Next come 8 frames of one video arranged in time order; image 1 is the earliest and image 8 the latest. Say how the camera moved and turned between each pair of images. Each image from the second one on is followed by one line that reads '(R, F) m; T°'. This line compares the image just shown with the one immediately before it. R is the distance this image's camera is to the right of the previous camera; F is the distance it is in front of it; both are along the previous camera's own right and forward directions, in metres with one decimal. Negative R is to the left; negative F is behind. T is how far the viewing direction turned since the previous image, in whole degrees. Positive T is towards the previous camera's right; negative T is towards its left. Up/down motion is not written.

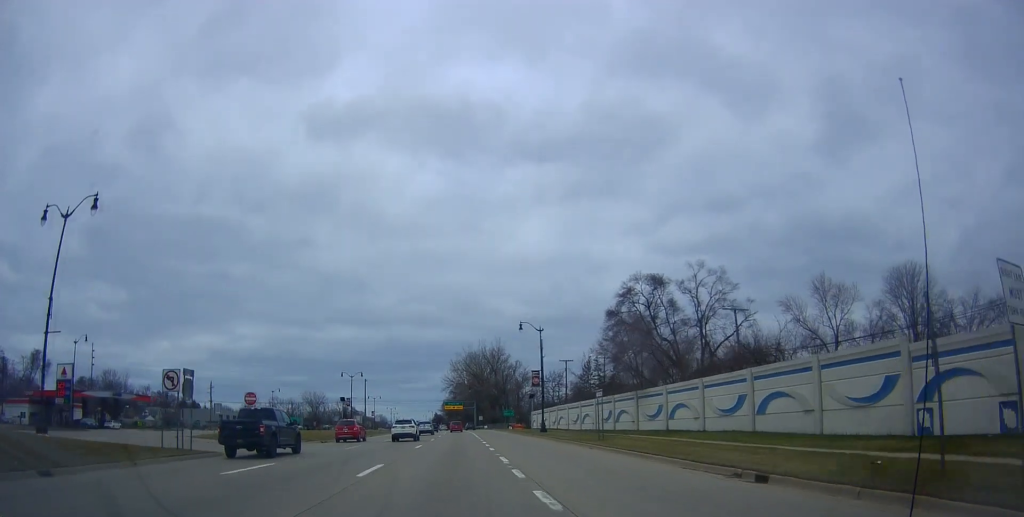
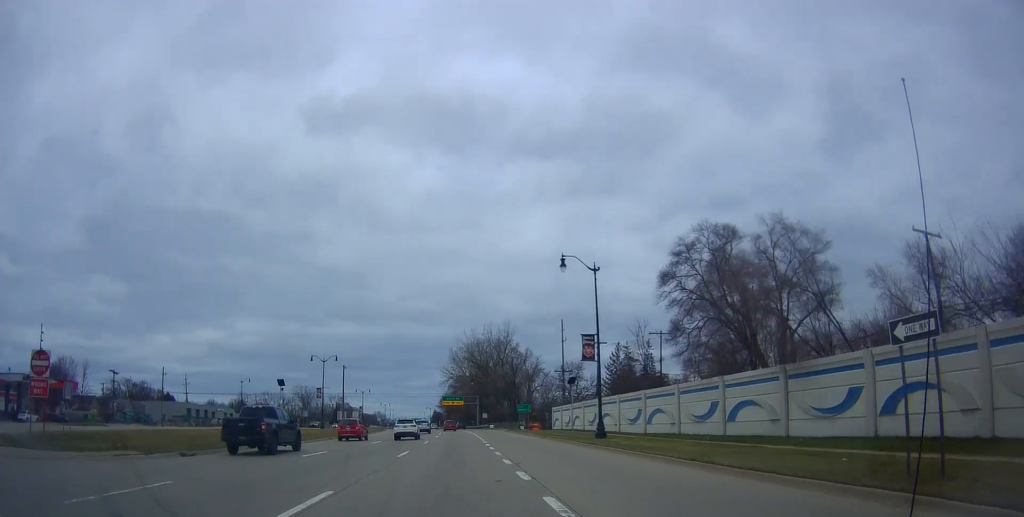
(+0.2, +23.6) m; +2°
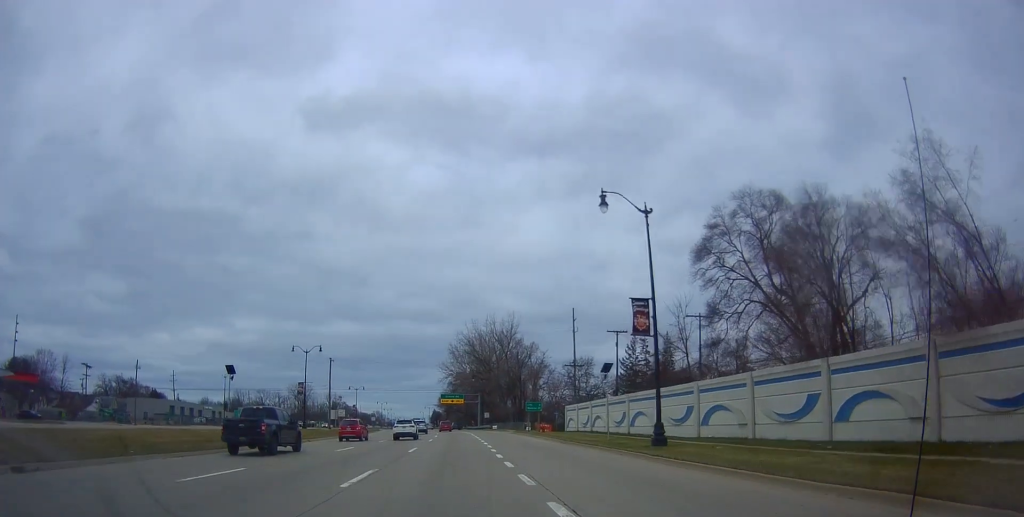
(0.0, +10.1) m; +1°
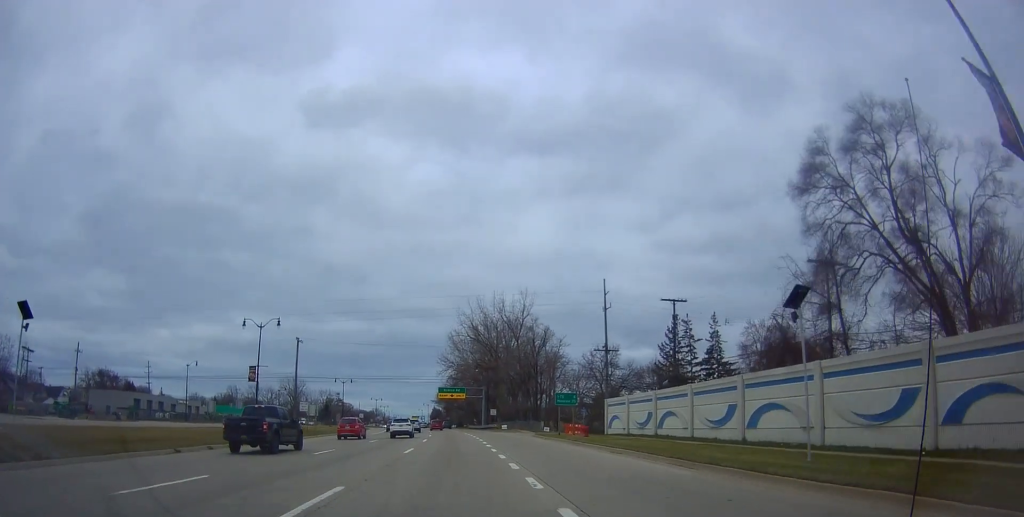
(+0.4, +19.0) m; -1°
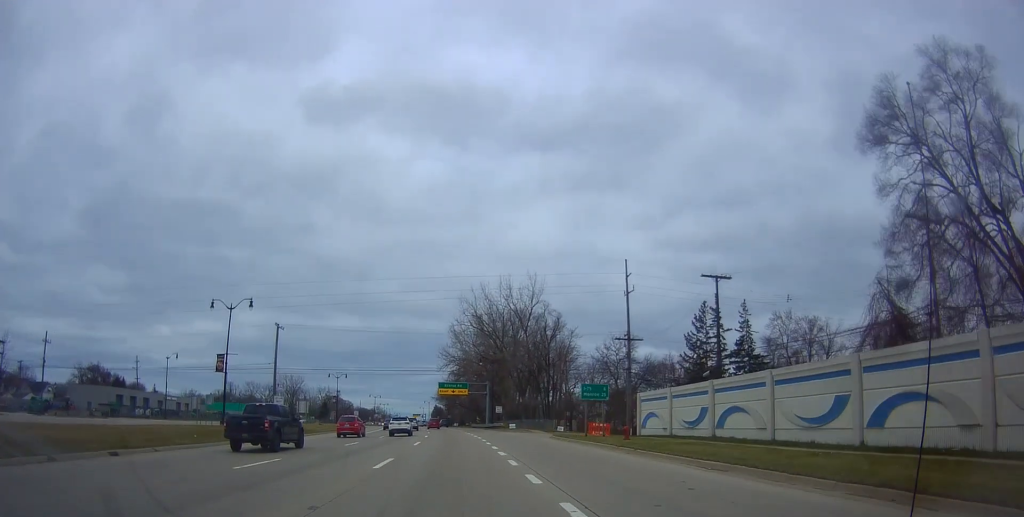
(-0.2, +9.0) m; -1°
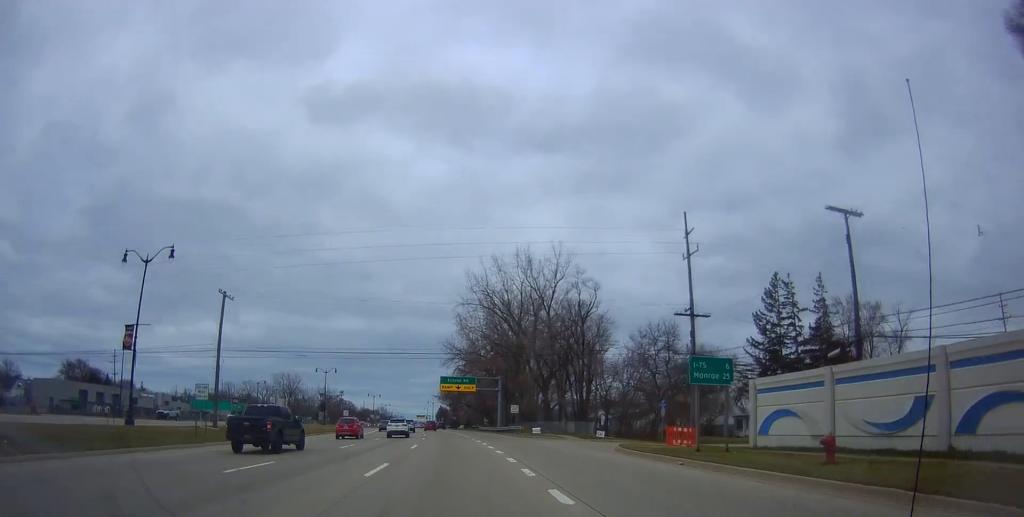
(-0.5, +16.7) m; -1°
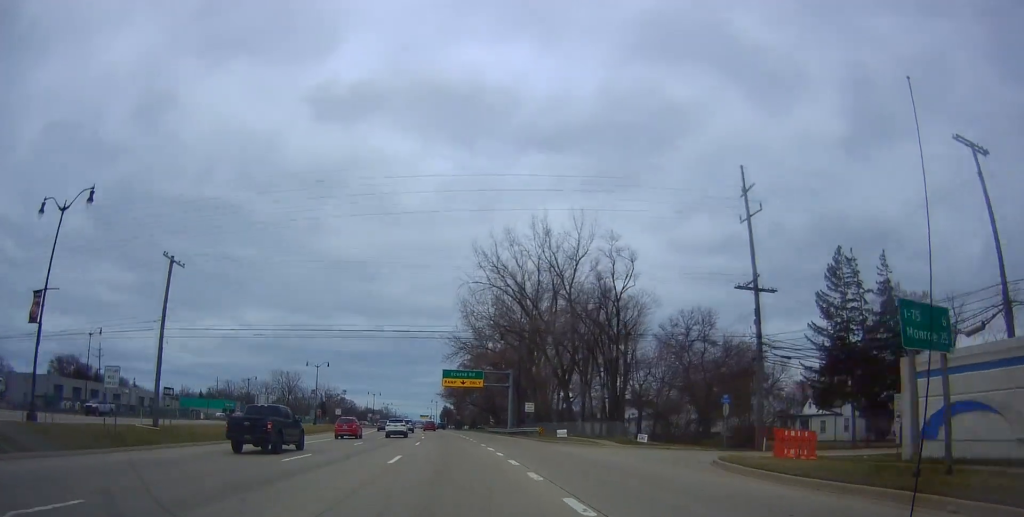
(+0.2, +10.5) m; -1°
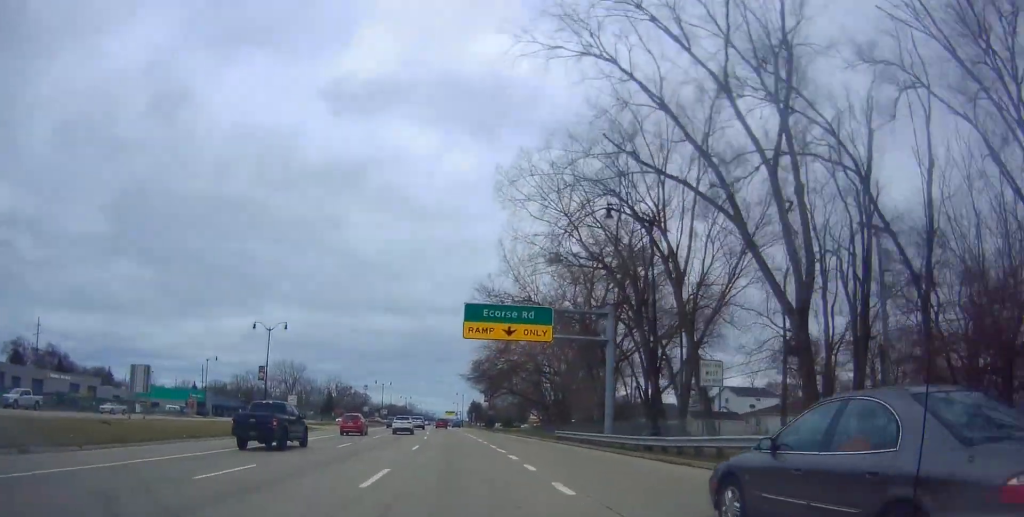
(-0.8, +38.5) m; -1°
